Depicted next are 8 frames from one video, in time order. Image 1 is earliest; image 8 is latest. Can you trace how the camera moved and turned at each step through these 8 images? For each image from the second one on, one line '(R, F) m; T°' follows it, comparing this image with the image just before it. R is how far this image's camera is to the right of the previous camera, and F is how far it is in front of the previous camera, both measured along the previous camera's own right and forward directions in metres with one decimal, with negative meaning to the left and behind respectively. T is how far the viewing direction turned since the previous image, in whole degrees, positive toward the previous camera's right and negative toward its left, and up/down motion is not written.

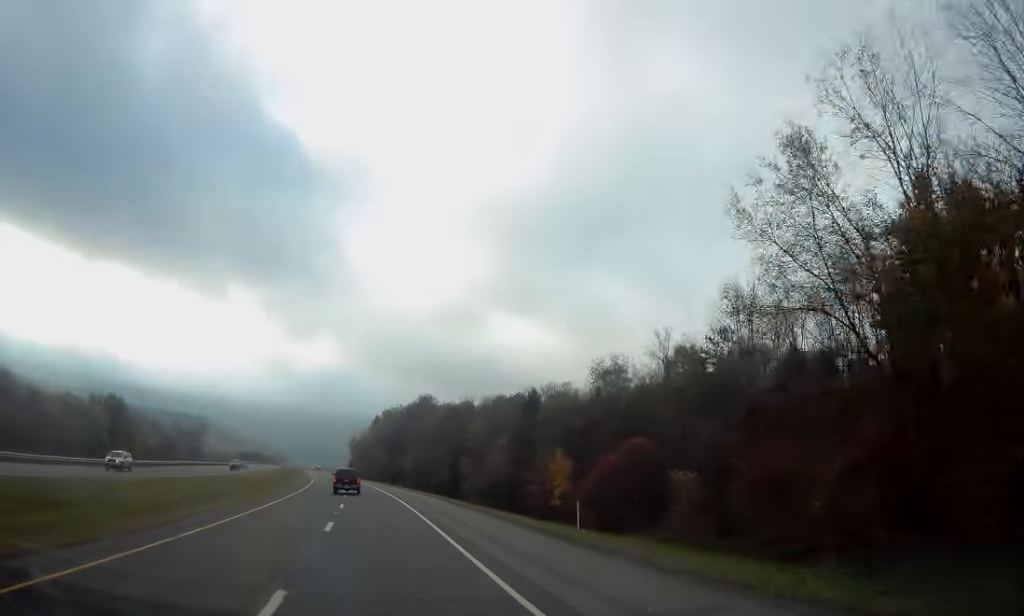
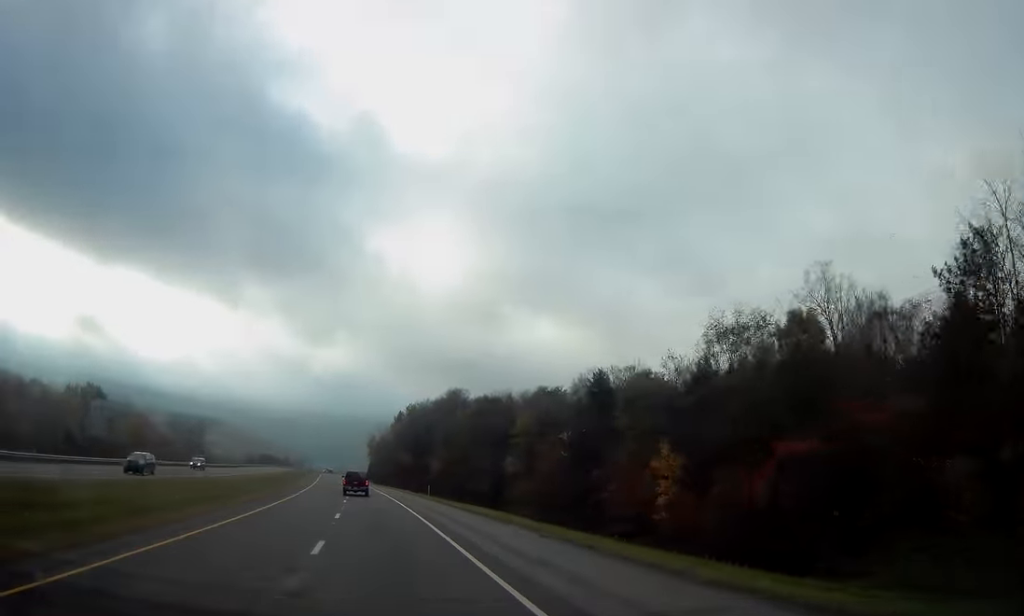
(-0.3, +28.9) m; -2°
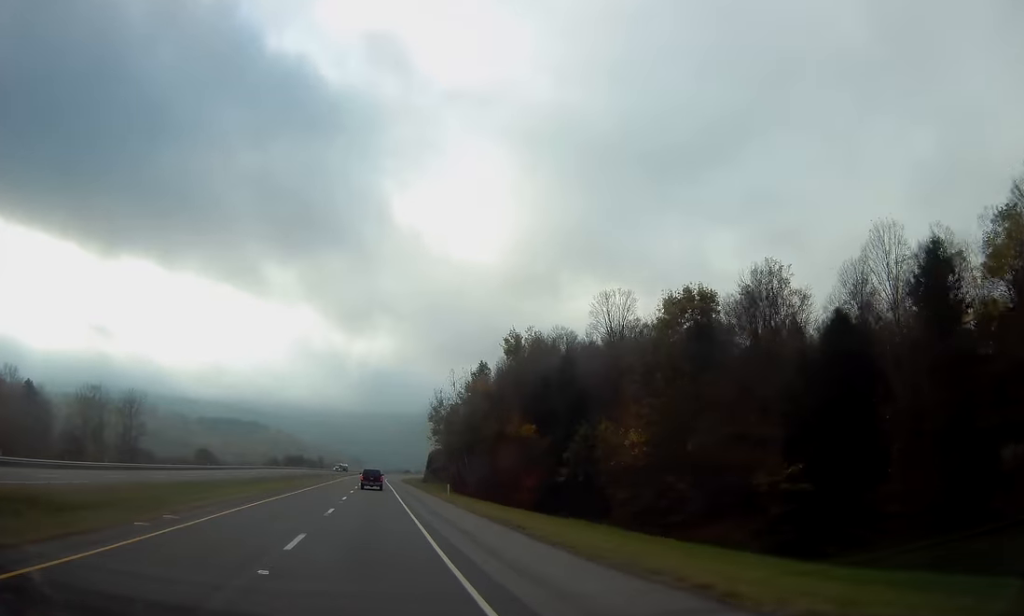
(-4.8, +96.3) m; -5°
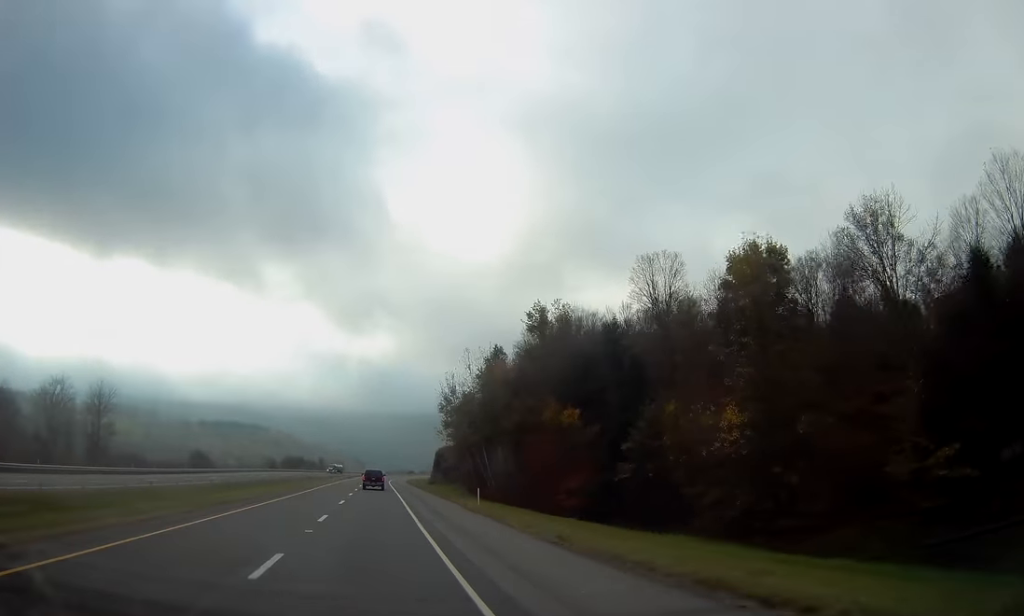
(0.0, +16.1) m; 0°
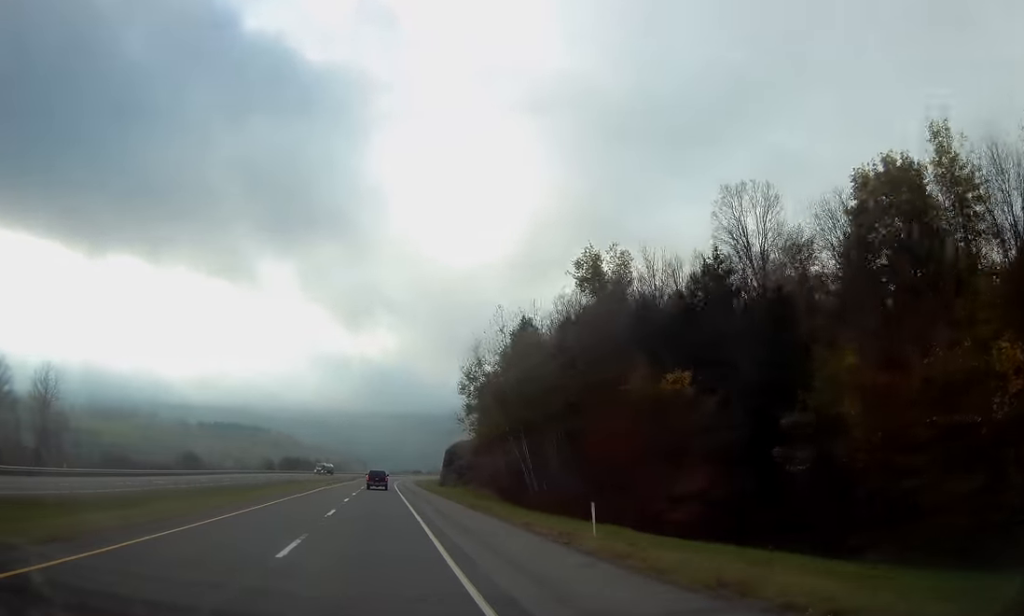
(0.0, +21.5) m; 0°
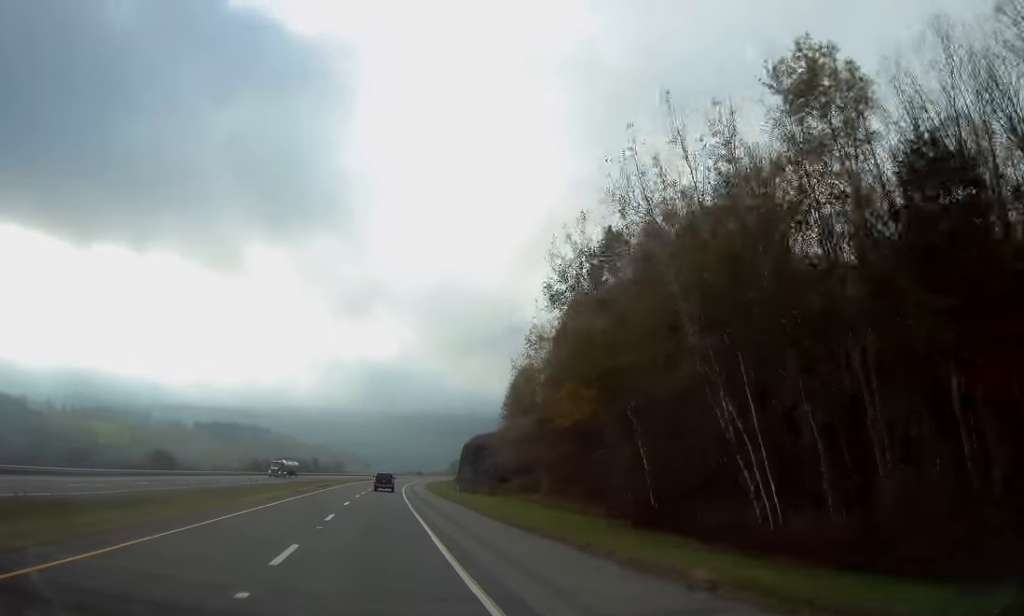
(-0.2, +37.6) m; -1°
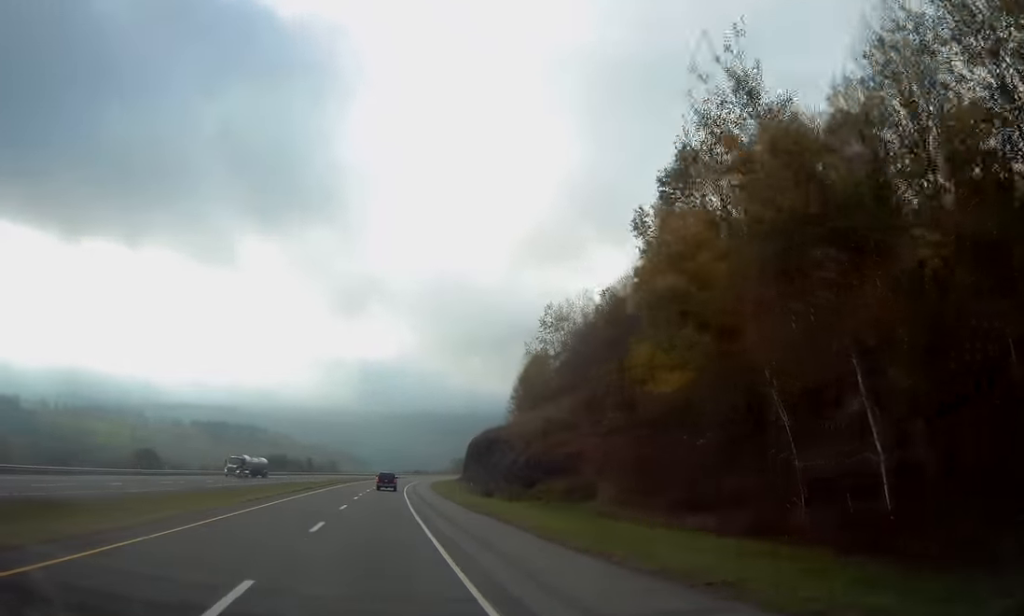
(-0.2, +17.1) m; 0°
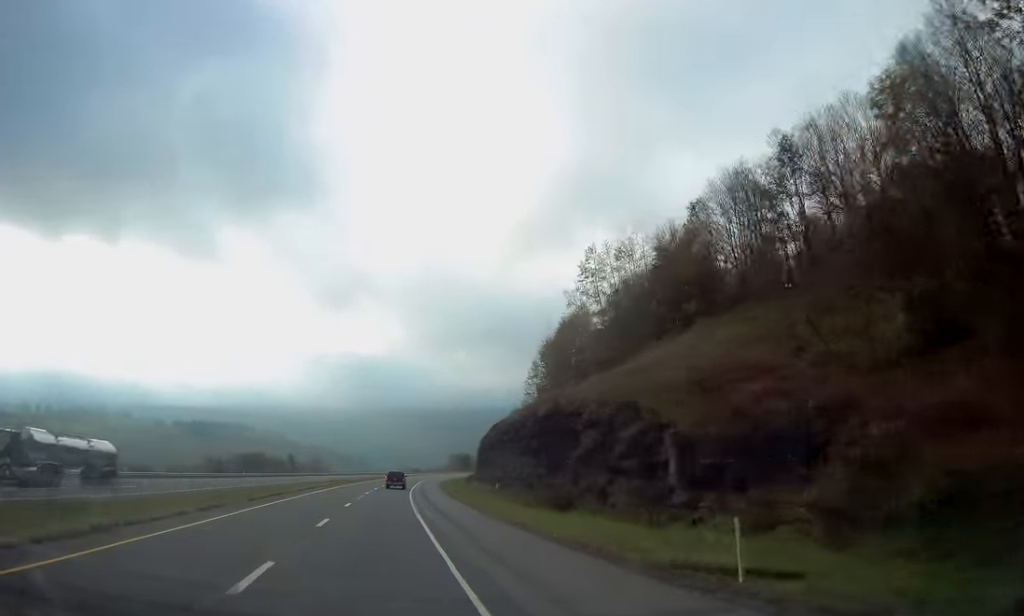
(+0.5, +34.3) m; +1°
